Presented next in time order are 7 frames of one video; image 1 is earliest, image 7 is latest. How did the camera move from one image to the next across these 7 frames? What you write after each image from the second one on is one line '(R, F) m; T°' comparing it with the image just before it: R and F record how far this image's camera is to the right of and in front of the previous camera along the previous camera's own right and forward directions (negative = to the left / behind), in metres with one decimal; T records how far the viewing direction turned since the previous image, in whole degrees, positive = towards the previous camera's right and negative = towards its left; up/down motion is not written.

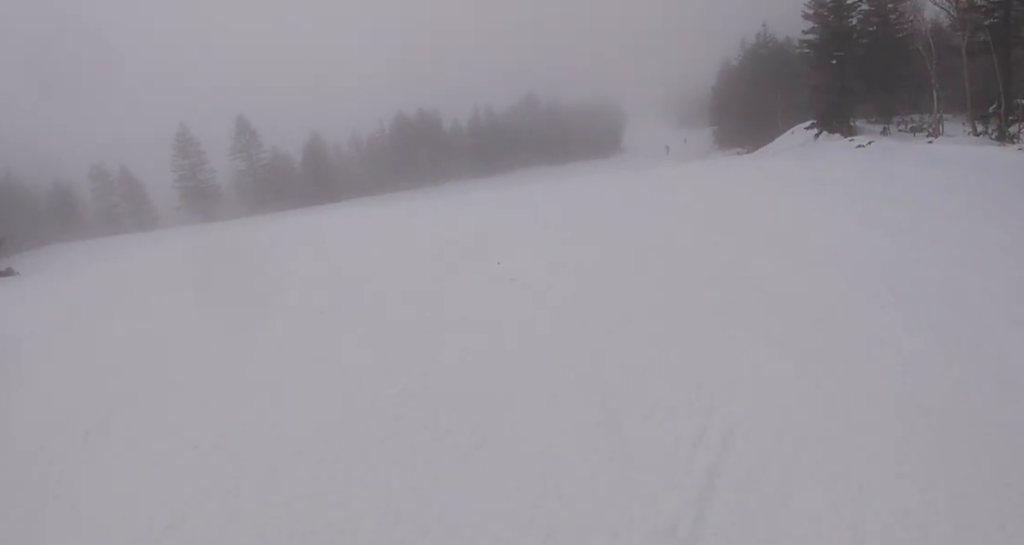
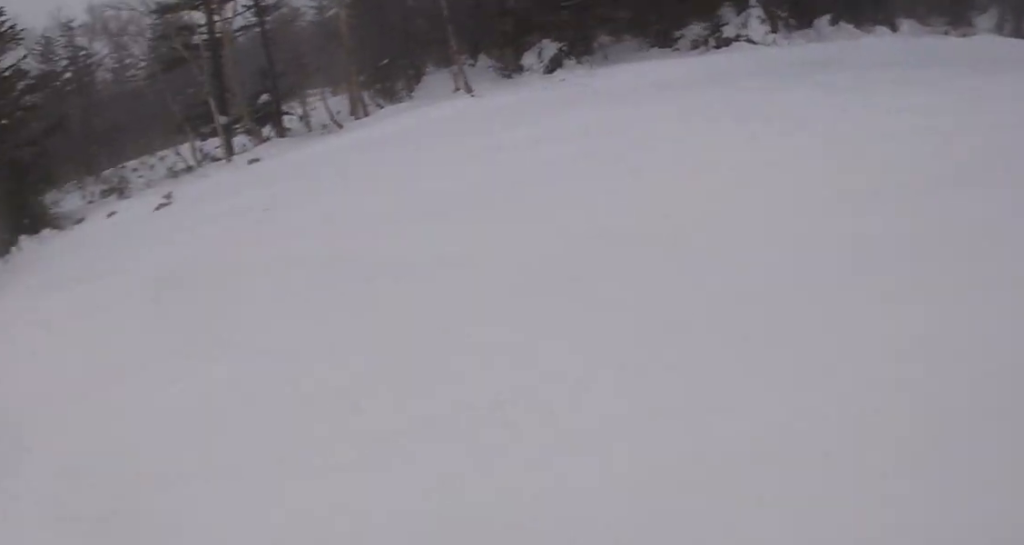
(+6.1, +10.4) m; +52°
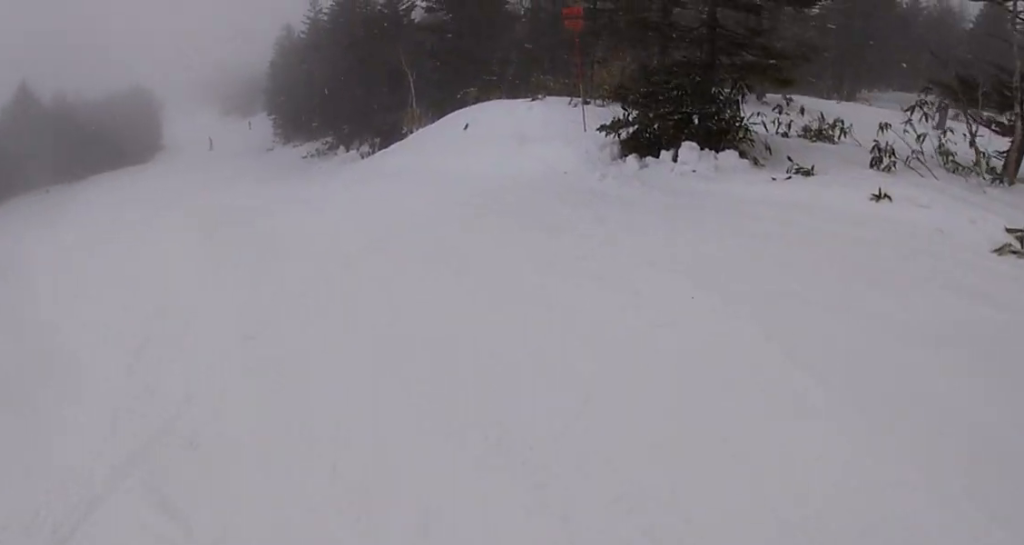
(+0.4, +7.1) m; -11°
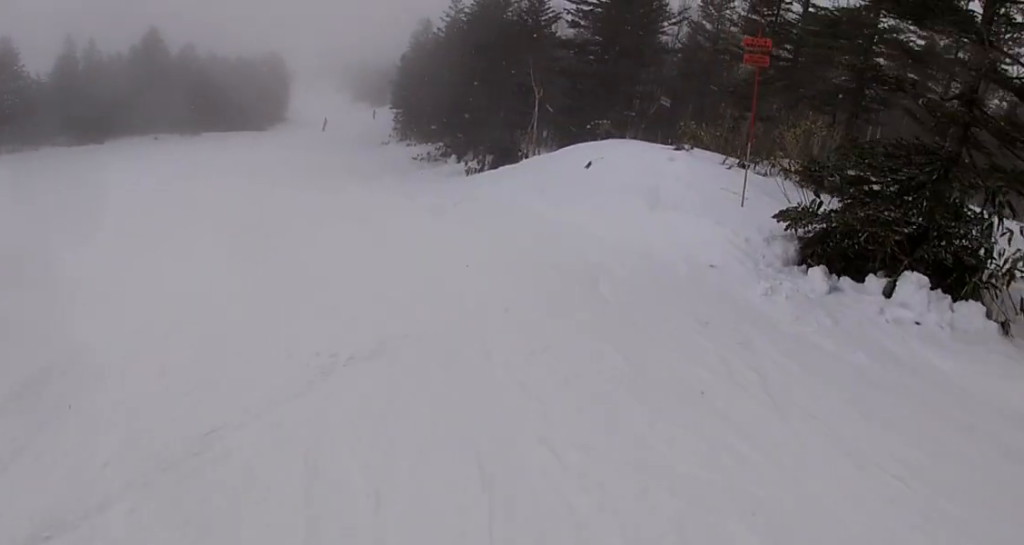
(+0.1, +3.0) m; -12°
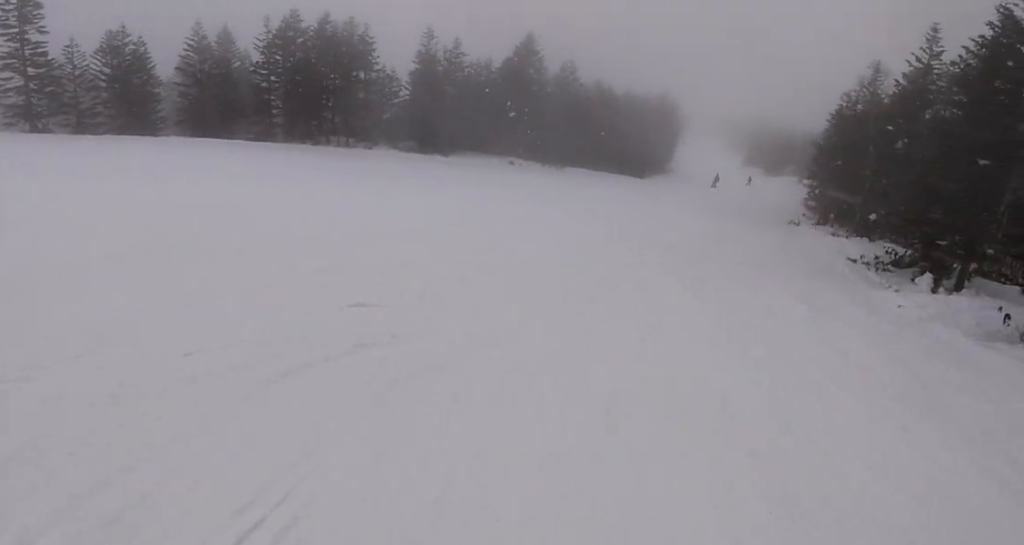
(-5.7, +11.3) m; -32°
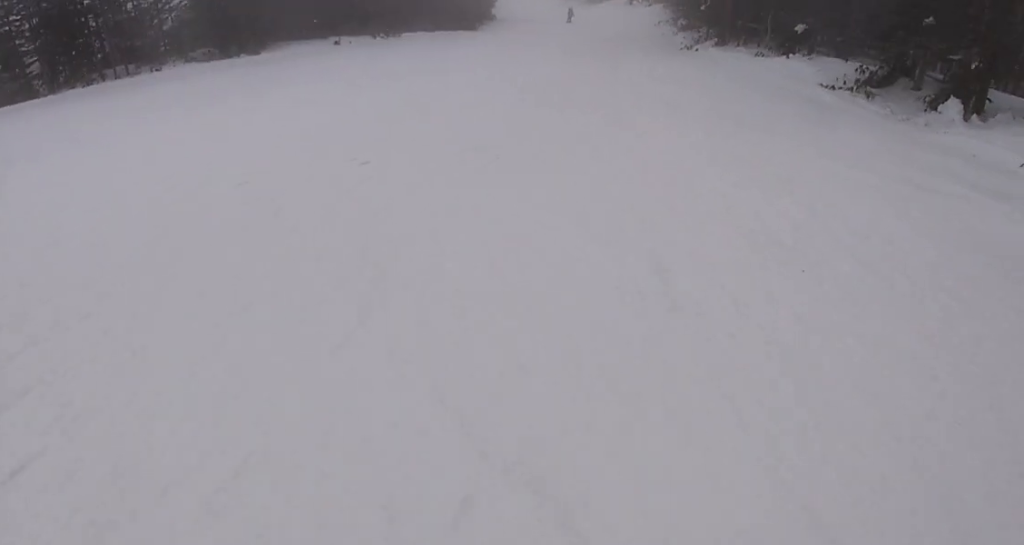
(+0.2, +7.6) m; +11°
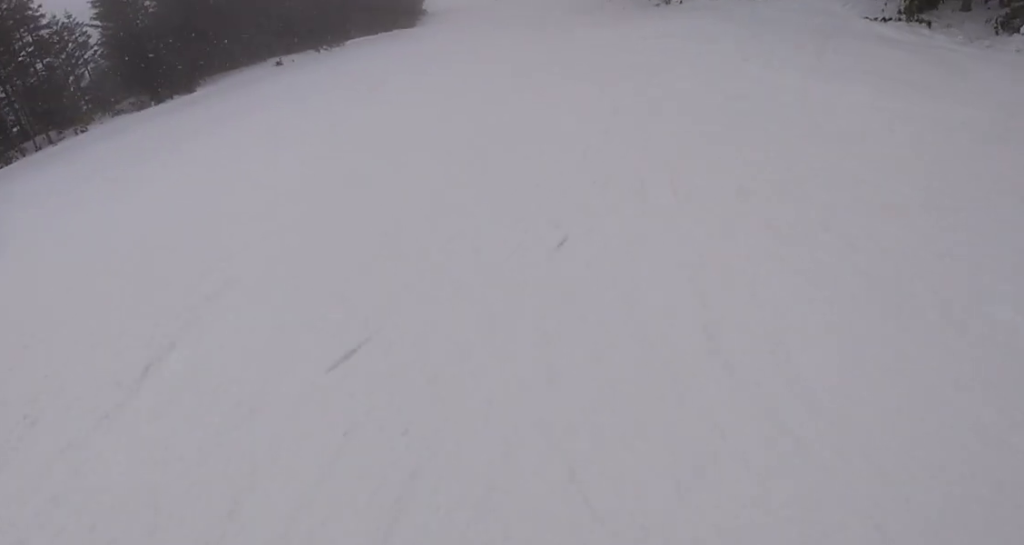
(+0.6, +4.6) m; +14°
